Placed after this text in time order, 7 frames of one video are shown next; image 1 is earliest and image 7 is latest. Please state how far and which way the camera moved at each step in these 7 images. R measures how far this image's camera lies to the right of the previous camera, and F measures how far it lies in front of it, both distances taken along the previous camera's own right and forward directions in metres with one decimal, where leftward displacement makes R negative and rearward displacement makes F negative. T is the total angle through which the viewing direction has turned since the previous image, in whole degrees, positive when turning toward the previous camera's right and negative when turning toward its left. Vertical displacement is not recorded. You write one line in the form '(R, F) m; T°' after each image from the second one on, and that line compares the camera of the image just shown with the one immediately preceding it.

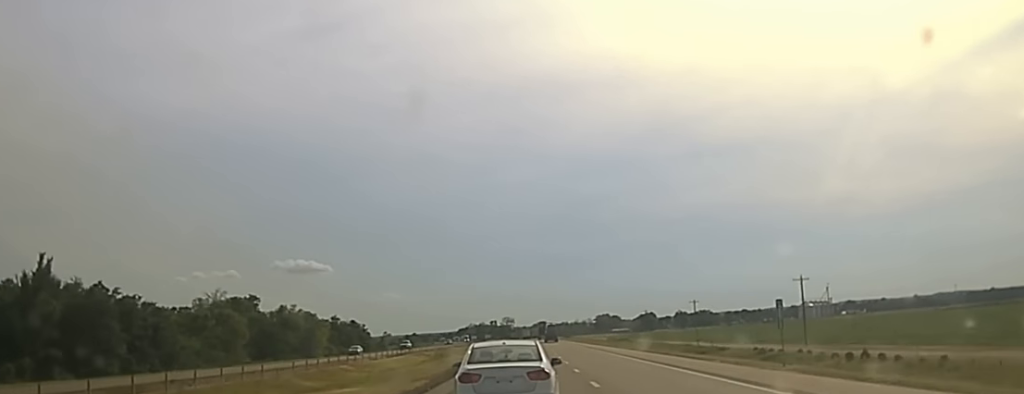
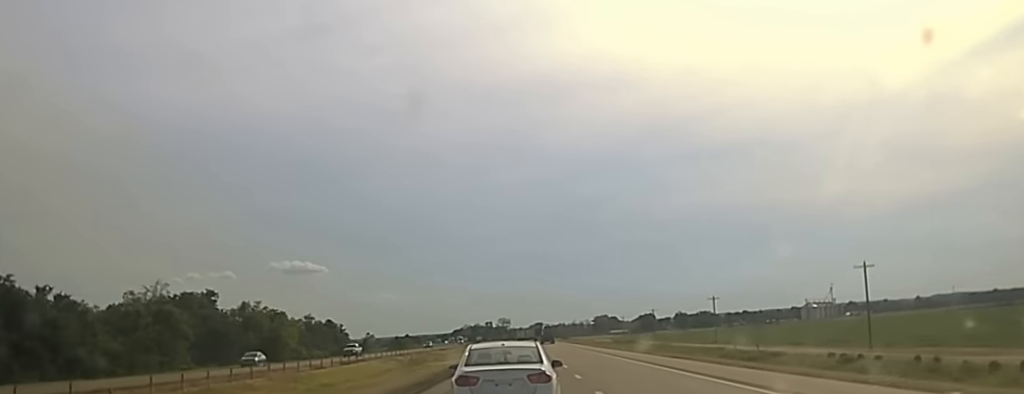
(0.0, +27.6) m; 0°
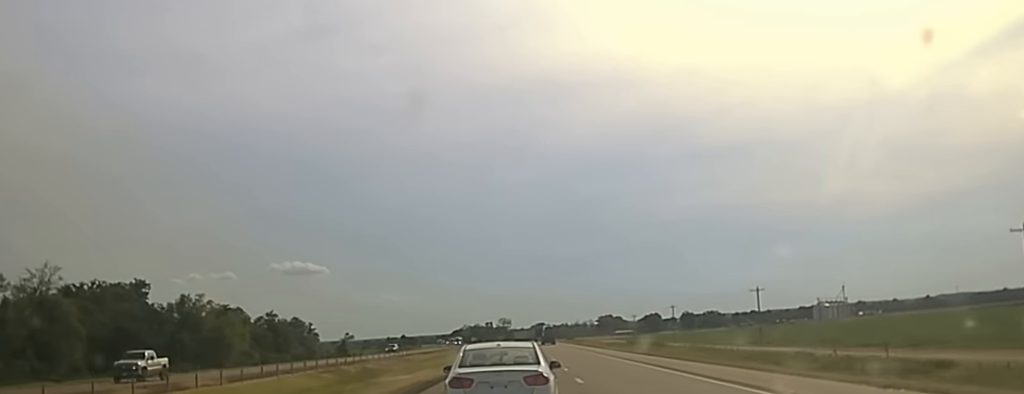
(0.0, +37.9) m; 0°
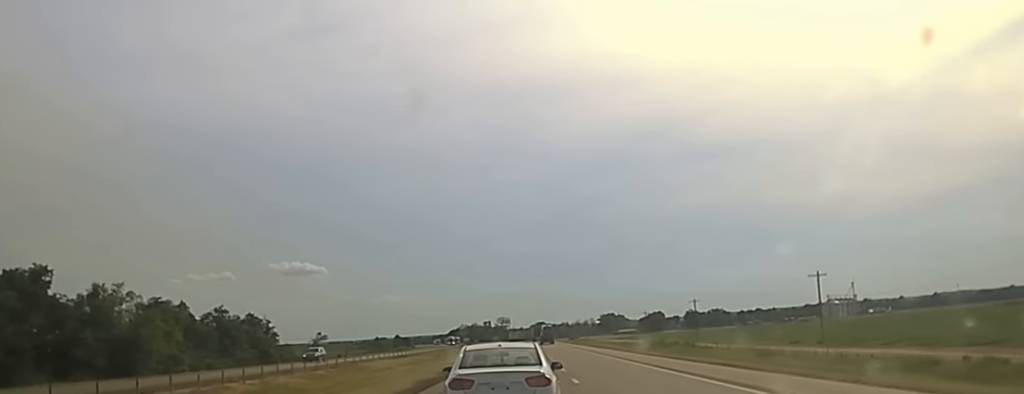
(-0.1, +36.7) m; 0°
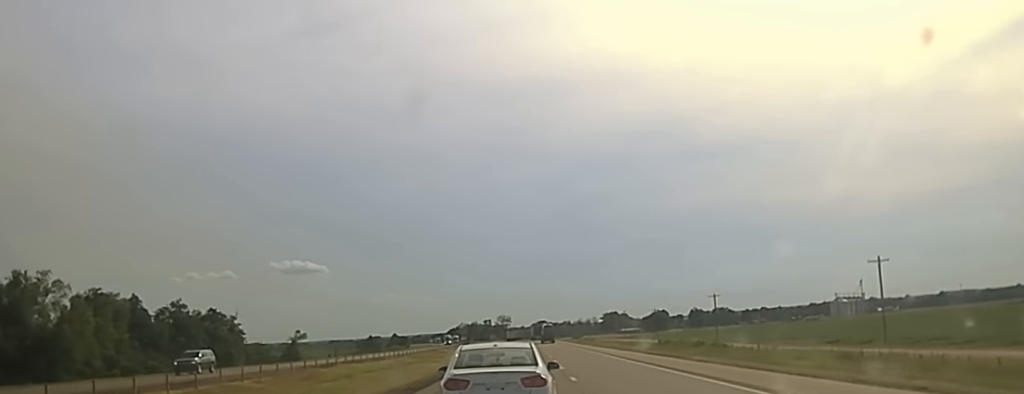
(0.0, +21.7) m; 0°
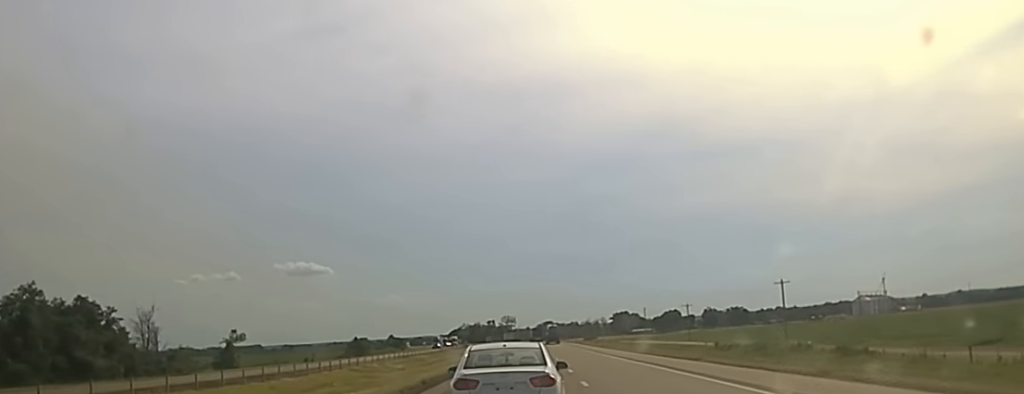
(+0.6, +50.8) m; +1°
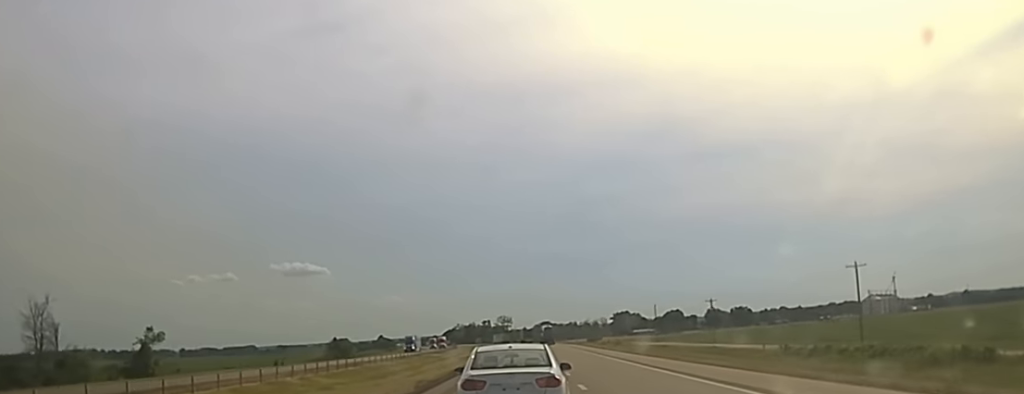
(-0.3, +35.0) m; -1°
